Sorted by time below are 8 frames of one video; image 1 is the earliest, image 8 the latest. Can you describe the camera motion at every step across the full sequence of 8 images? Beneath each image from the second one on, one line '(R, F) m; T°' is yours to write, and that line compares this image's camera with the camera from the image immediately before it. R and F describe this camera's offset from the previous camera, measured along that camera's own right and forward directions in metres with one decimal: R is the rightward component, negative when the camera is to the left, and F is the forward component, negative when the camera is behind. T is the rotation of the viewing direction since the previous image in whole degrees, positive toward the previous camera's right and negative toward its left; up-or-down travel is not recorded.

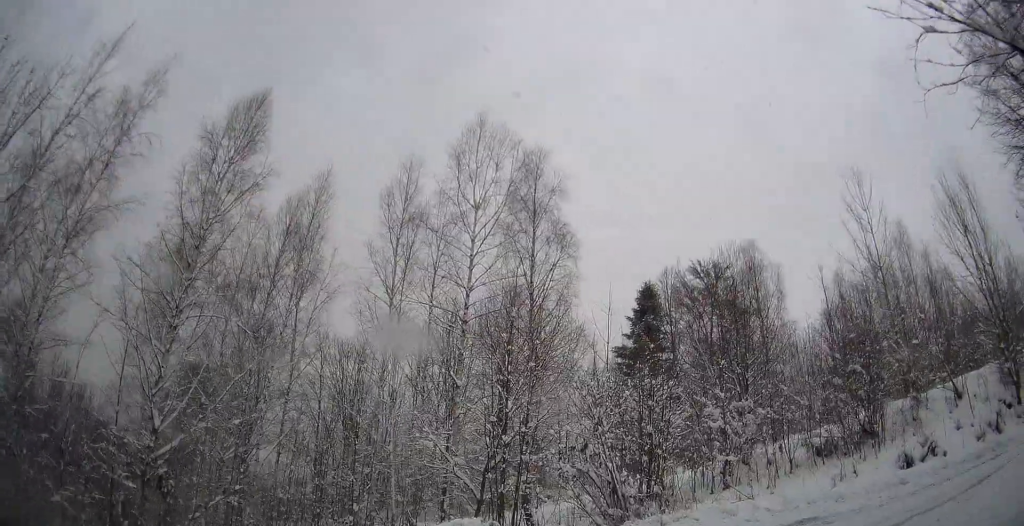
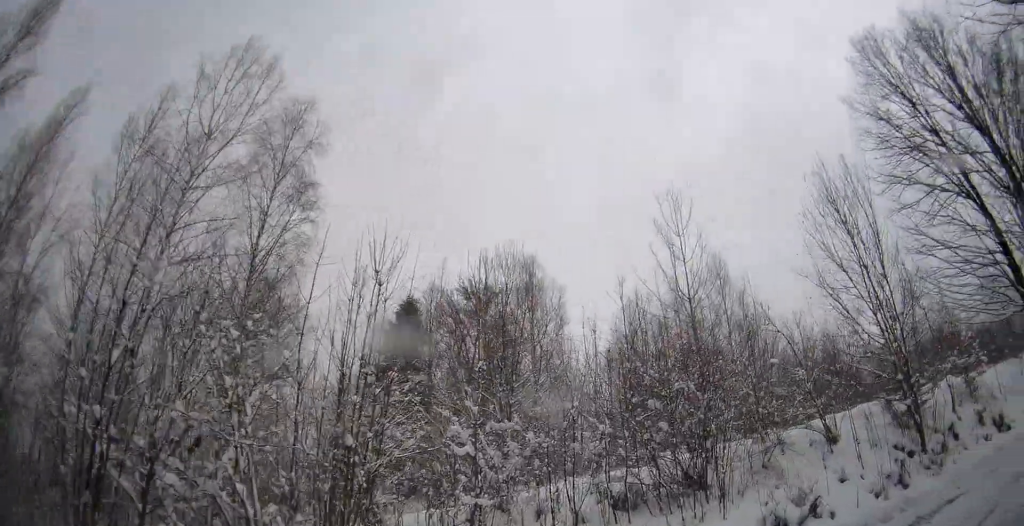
(+1.0, +4.5) m; +26°
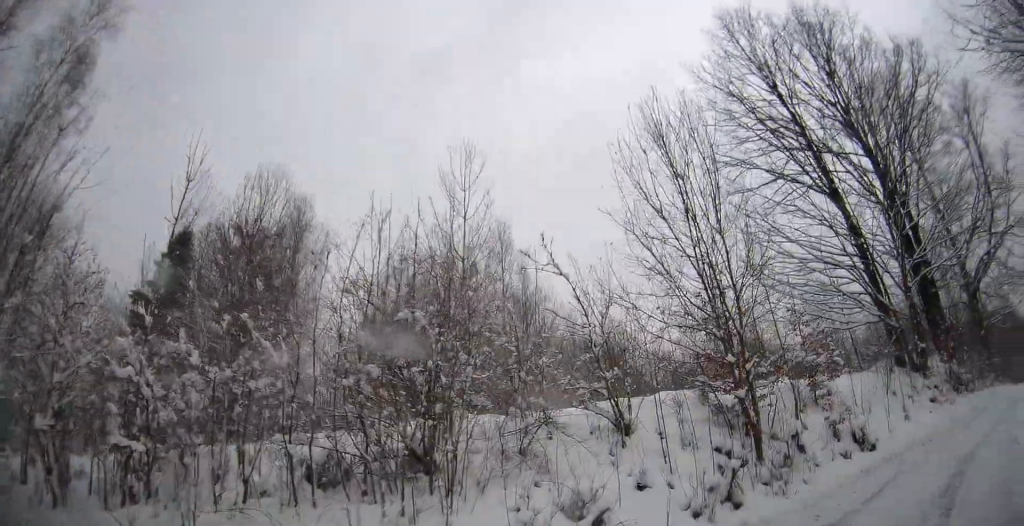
(+0.5, +3.2) m; +18°
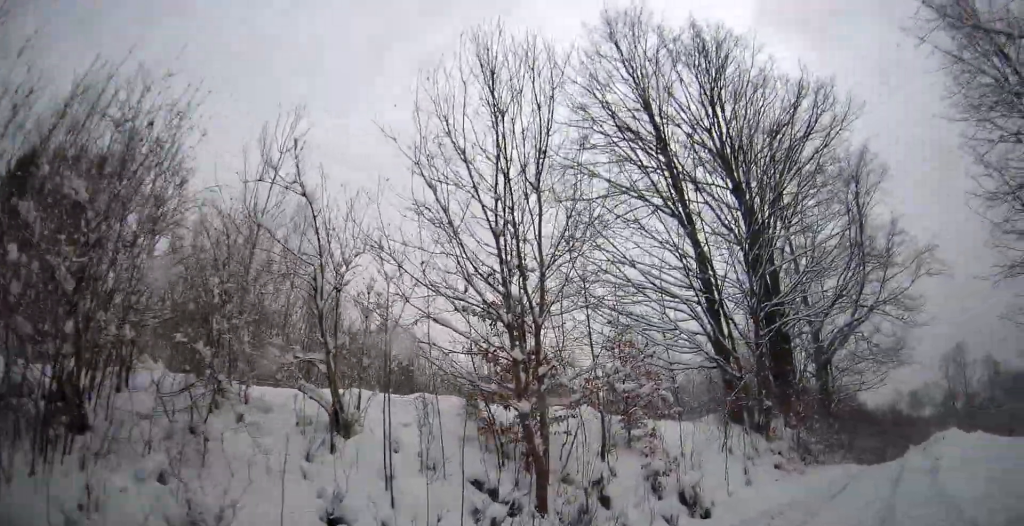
(+0.5, +2.9) m; +14°
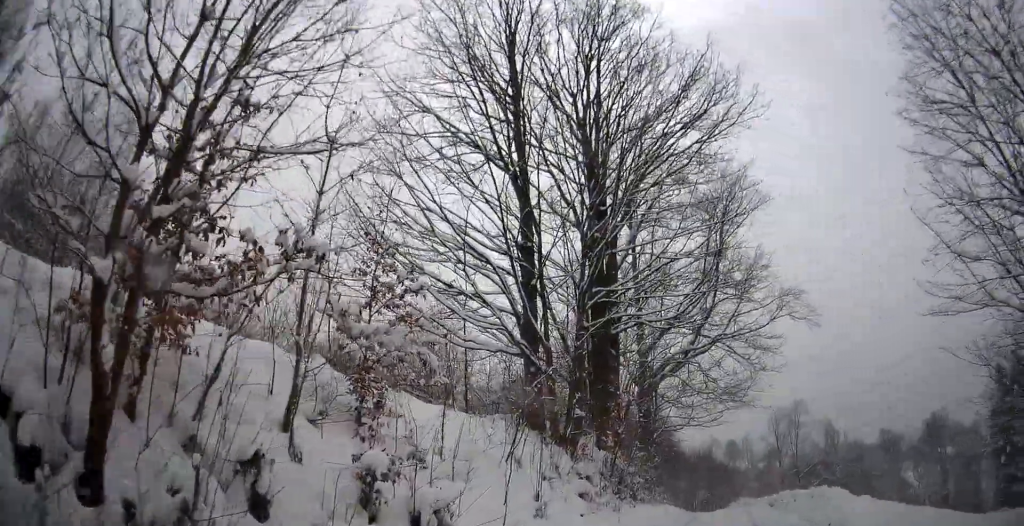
(+0.6, +3.9) m; +16°
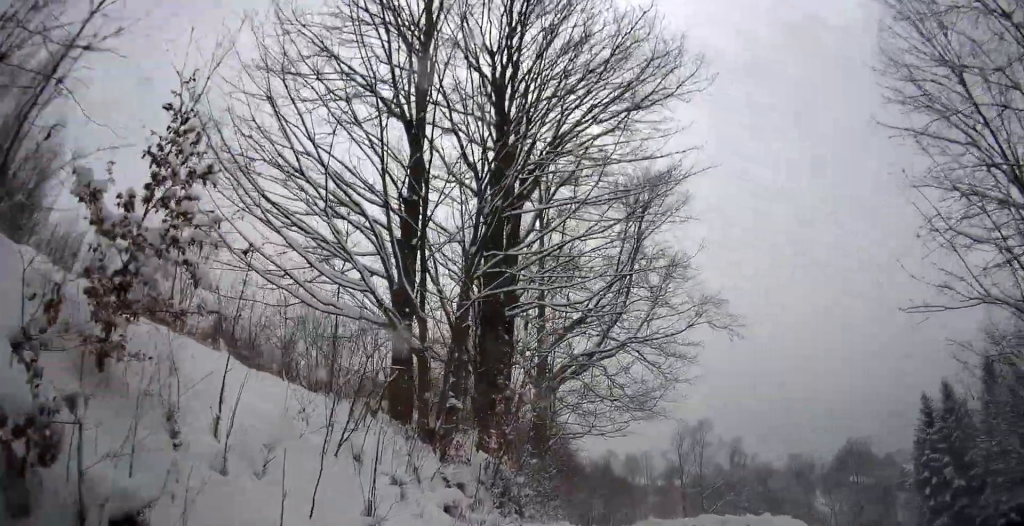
(+0.2, +2.9) m; +10°
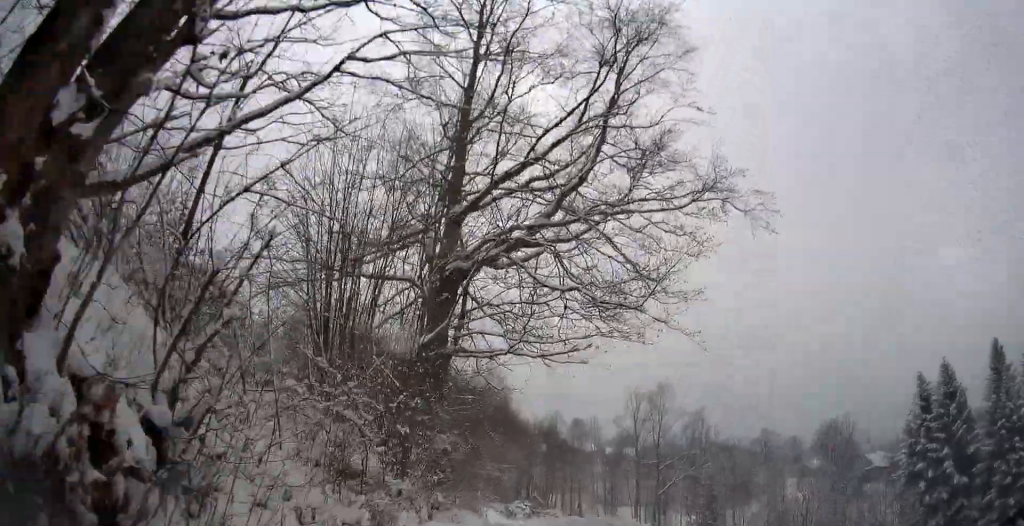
(+1.9, +10.8) m; +9°
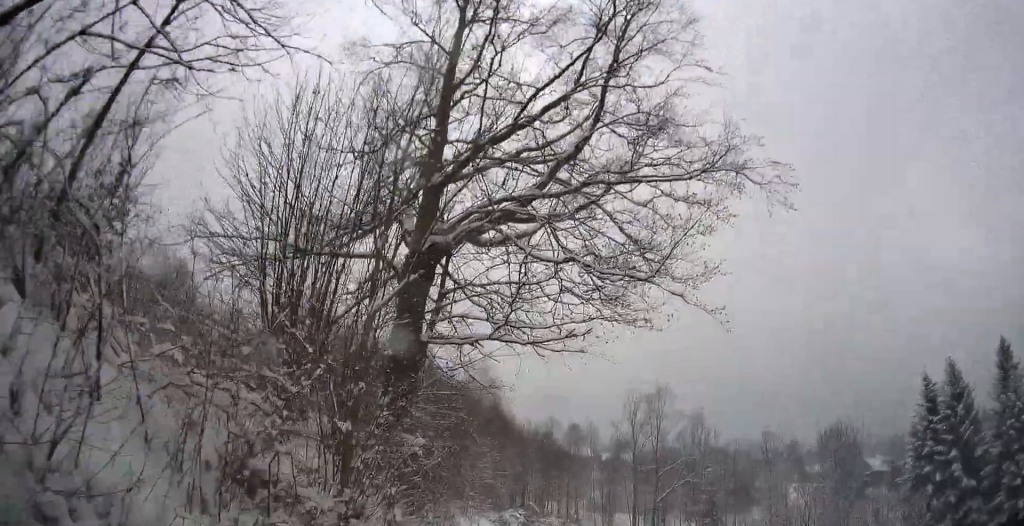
(0.0, +2.2) m; -2°
